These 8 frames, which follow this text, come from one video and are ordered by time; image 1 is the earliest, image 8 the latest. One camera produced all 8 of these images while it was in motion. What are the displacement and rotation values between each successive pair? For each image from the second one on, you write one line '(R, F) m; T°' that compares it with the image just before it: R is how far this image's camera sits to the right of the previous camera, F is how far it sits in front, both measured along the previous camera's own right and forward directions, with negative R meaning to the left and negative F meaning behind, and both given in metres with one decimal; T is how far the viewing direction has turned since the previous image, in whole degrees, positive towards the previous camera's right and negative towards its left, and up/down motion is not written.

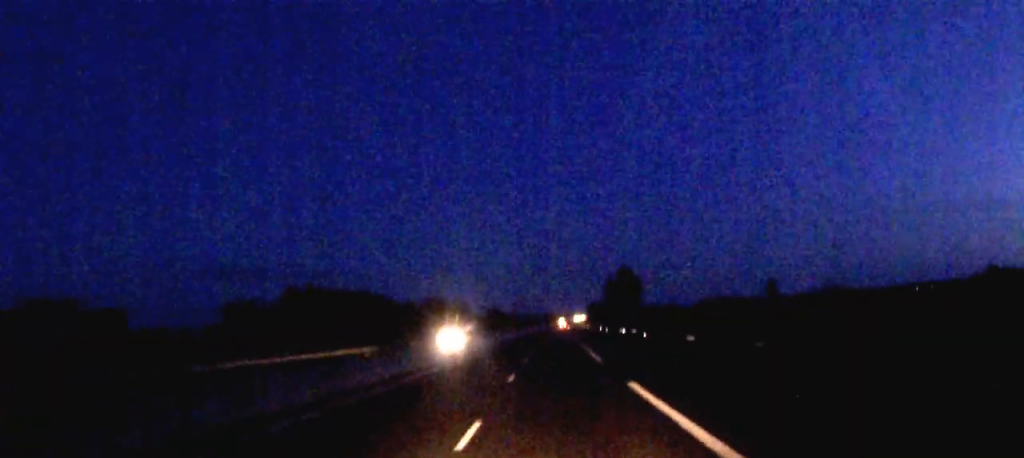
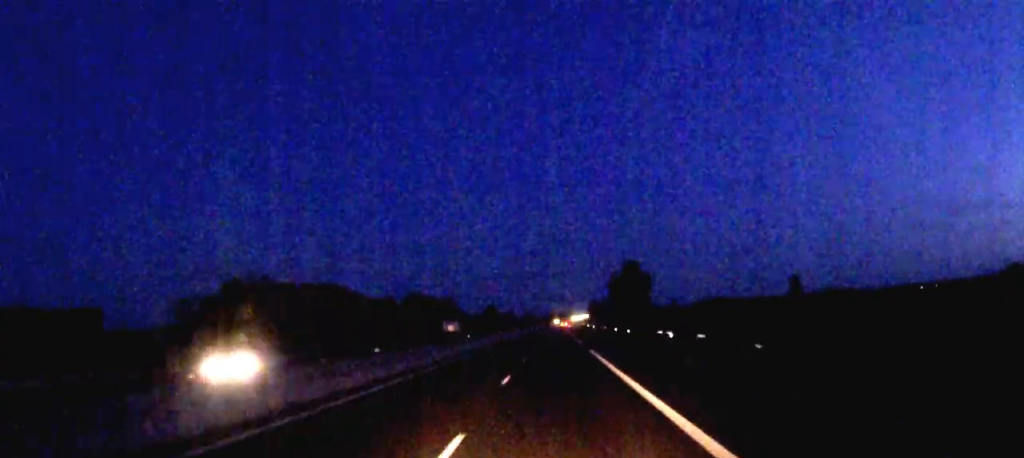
(-0.1, +28.3) m; 0°
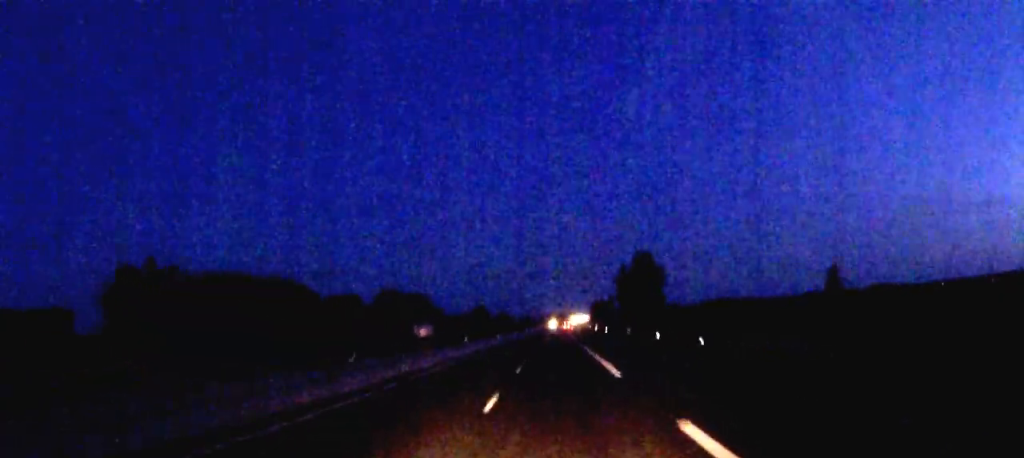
(0.0, +32.1) m; 0°
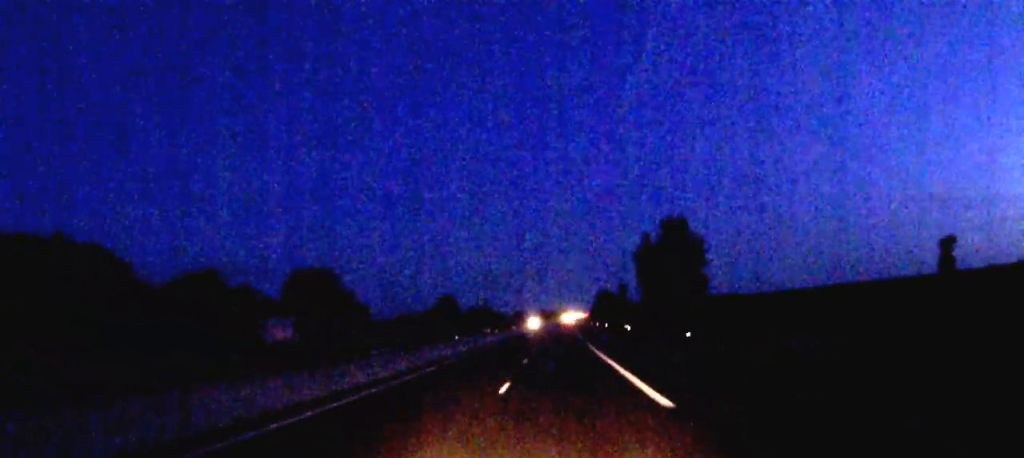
(+0.5, +62.2) m; +1°
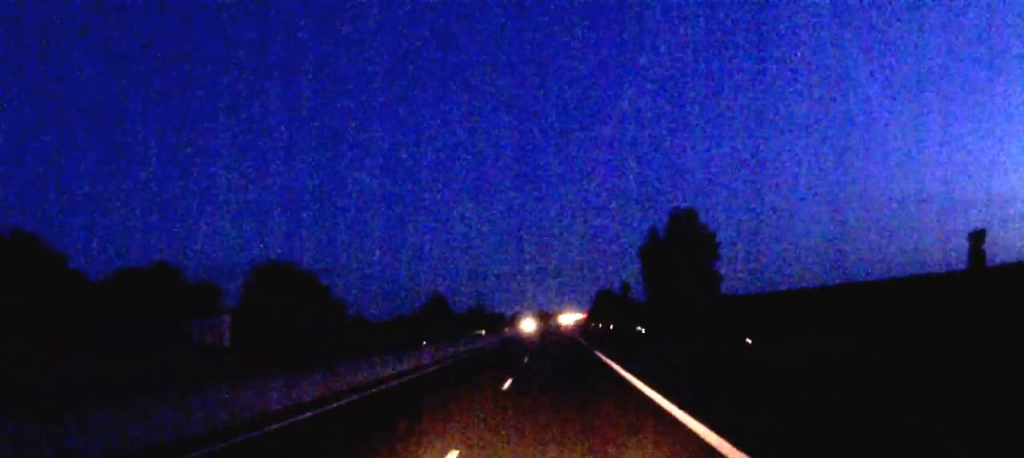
(0.0, +11.7) m; 0°
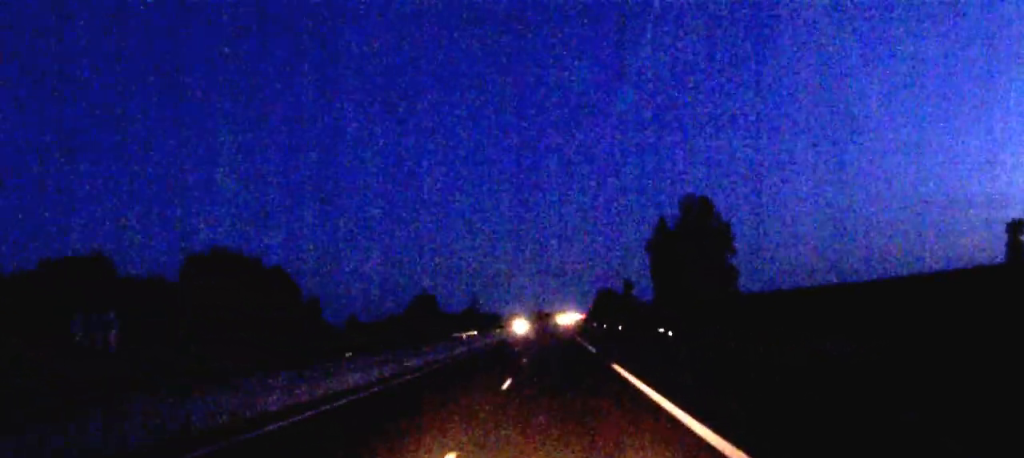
(0.0, +13.4) m; 0°
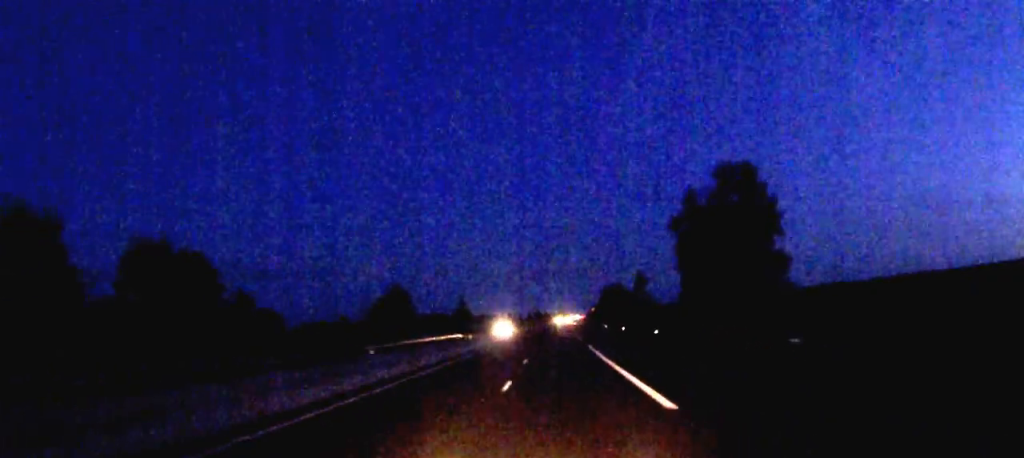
(0.0, +26.7) m; 0°
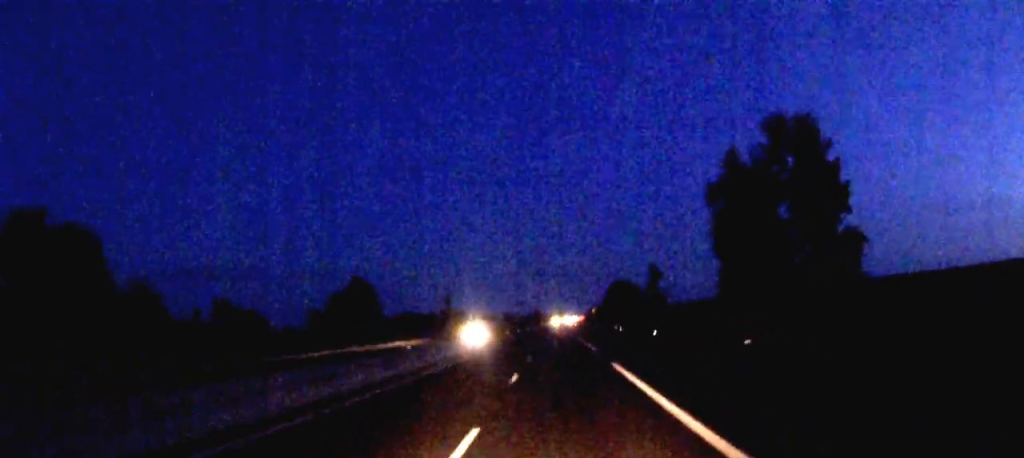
(0.0, +23.1) m; 0°
